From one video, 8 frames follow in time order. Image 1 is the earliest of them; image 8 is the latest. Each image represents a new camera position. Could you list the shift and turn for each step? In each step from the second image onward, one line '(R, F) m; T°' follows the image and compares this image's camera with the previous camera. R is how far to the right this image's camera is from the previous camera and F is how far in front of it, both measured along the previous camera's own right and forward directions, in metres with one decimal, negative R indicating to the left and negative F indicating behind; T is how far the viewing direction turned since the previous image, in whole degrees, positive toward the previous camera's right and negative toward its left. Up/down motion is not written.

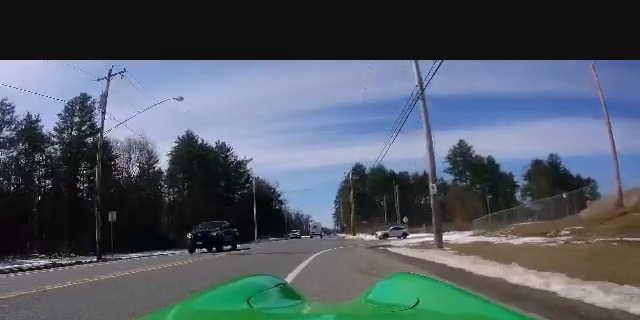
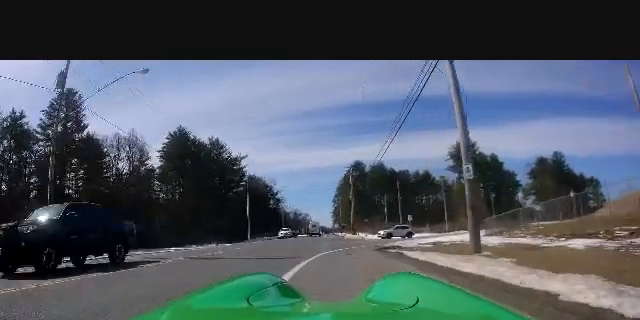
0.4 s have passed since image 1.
(0.0, +4.3) m; -2°
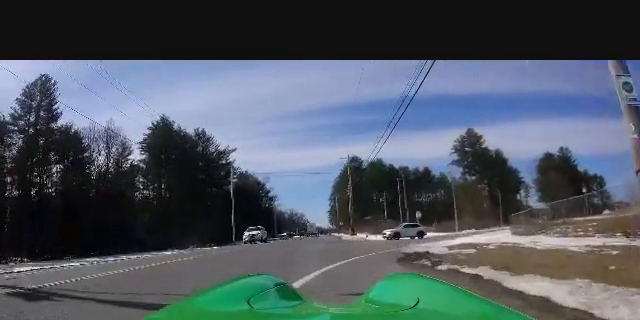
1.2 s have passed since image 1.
(+0.3, +7.1) m; -9°
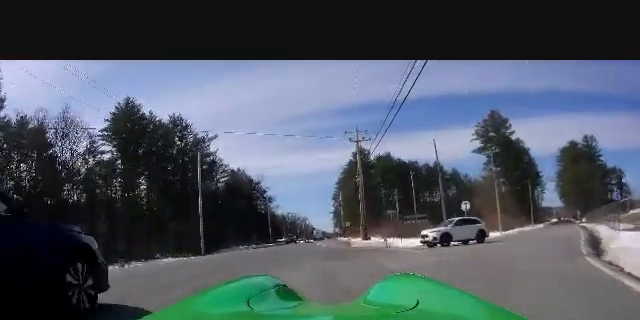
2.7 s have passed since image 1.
(+0.8, +12.8) m; +19°
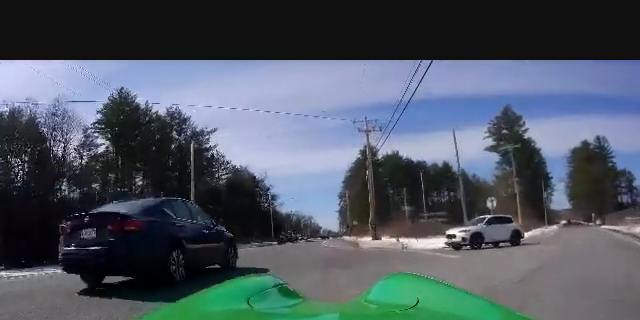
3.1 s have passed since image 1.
(+1.3, +4.2) m; +5°
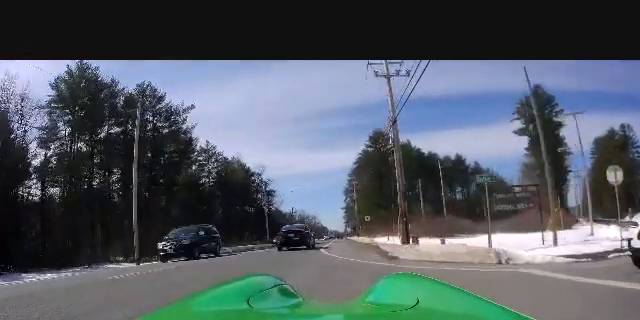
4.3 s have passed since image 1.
(-1.3, +12.7) m; -9°
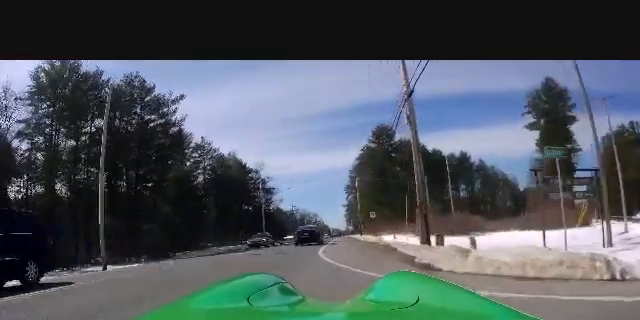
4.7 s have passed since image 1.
(0.0, +4.4) m; -1°
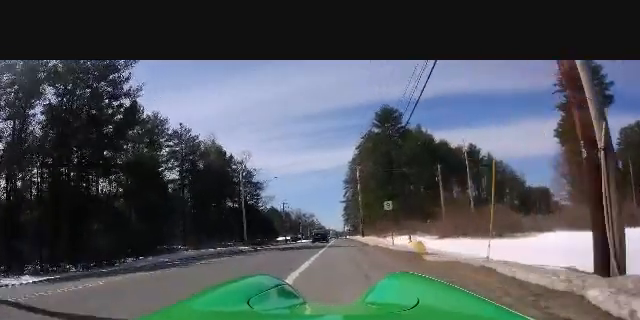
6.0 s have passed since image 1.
(-0.3, +12.5) m; 0°
